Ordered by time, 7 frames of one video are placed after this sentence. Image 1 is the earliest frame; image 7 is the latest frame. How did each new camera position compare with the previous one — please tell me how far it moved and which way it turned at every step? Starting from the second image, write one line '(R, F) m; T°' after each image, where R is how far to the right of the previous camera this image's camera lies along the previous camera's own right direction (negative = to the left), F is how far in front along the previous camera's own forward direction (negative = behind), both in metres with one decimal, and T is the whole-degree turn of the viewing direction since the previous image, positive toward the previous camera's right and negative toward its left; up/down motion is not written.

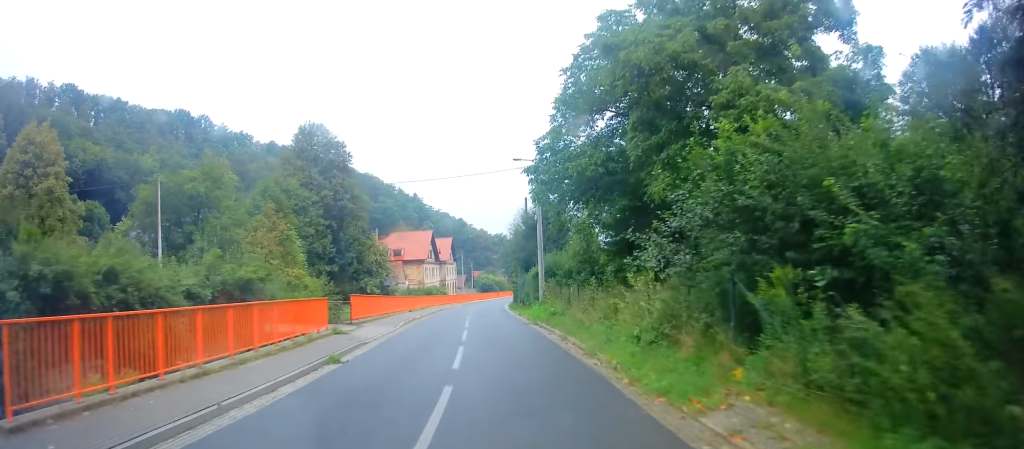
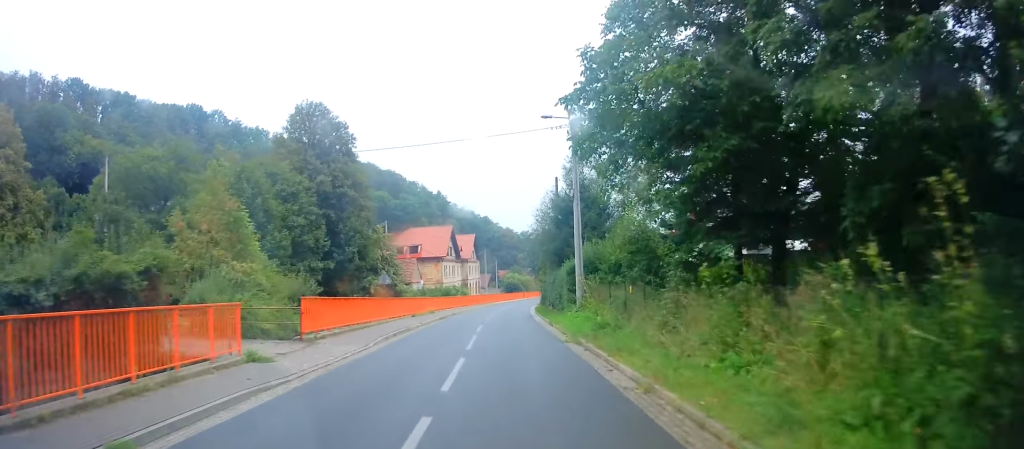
(+0.2, +8.3) m; -2°
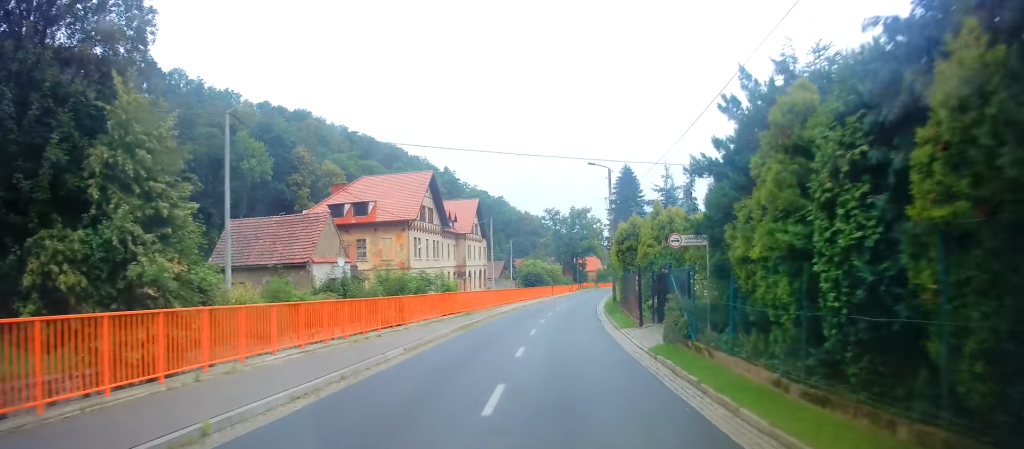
(-3.3, +41.5) m; -2°
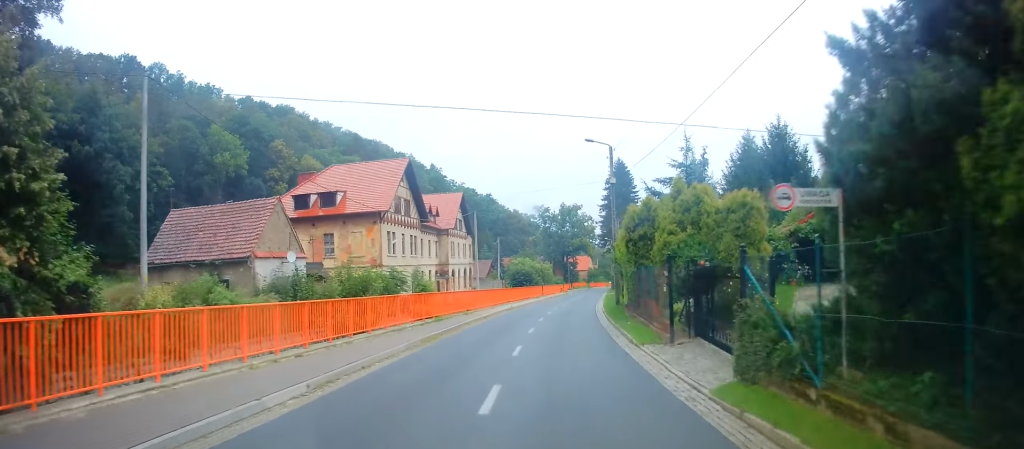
(+0.1, +5.8) m; +2°
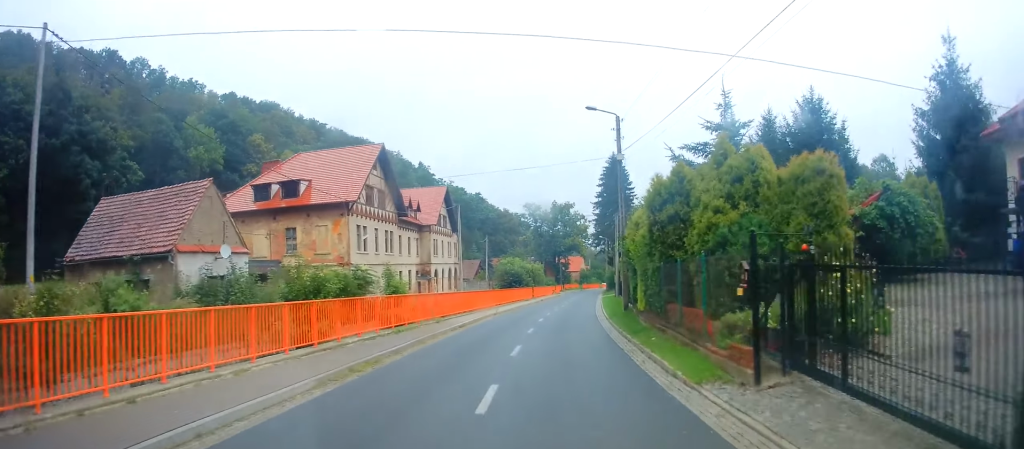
(+0.1, +6.0) m; +1°
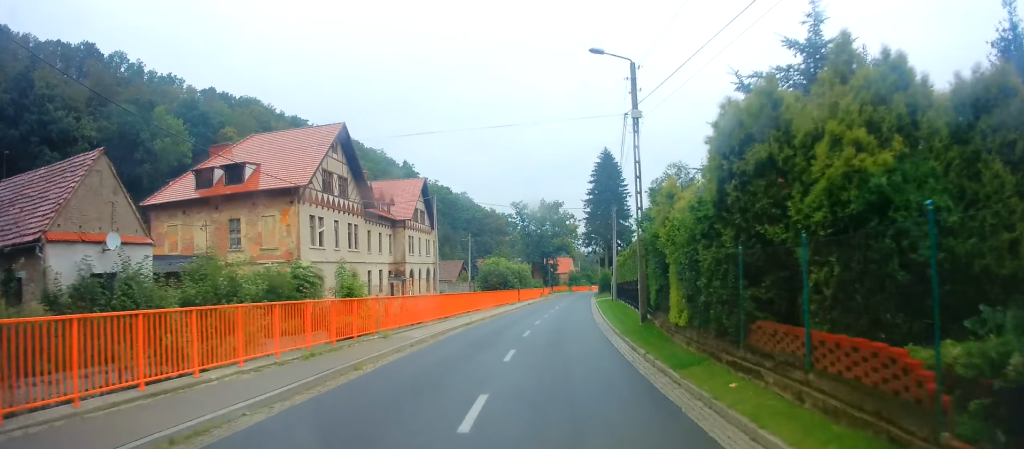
(+0.1, +6.8) m; +1°
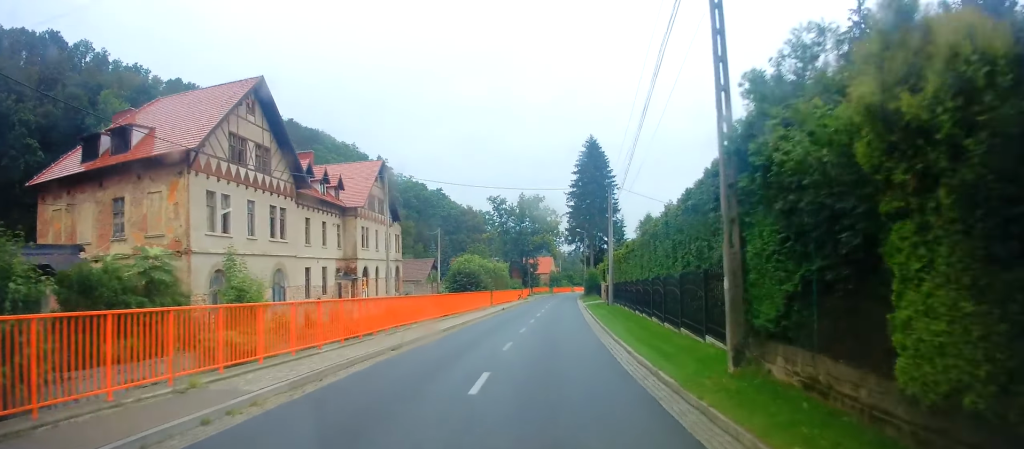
(0.0, +10.0) m; +2°
